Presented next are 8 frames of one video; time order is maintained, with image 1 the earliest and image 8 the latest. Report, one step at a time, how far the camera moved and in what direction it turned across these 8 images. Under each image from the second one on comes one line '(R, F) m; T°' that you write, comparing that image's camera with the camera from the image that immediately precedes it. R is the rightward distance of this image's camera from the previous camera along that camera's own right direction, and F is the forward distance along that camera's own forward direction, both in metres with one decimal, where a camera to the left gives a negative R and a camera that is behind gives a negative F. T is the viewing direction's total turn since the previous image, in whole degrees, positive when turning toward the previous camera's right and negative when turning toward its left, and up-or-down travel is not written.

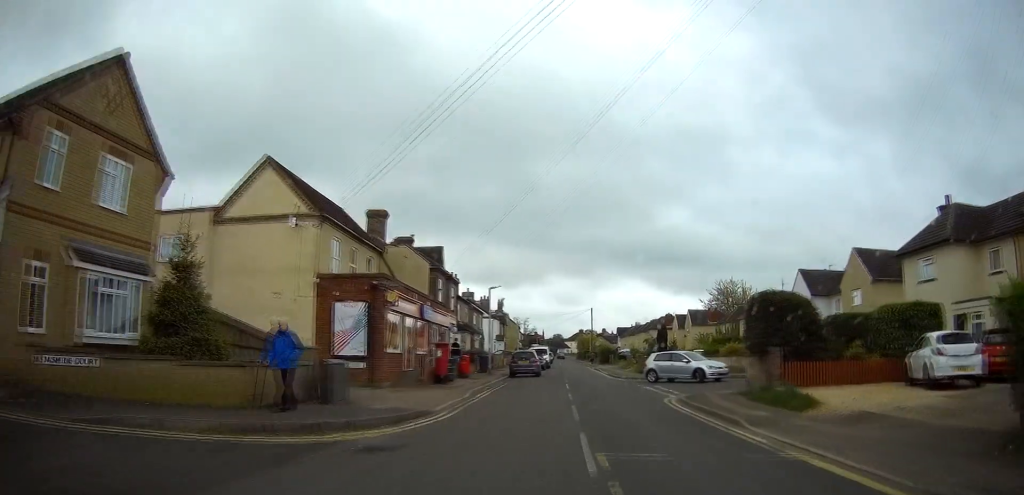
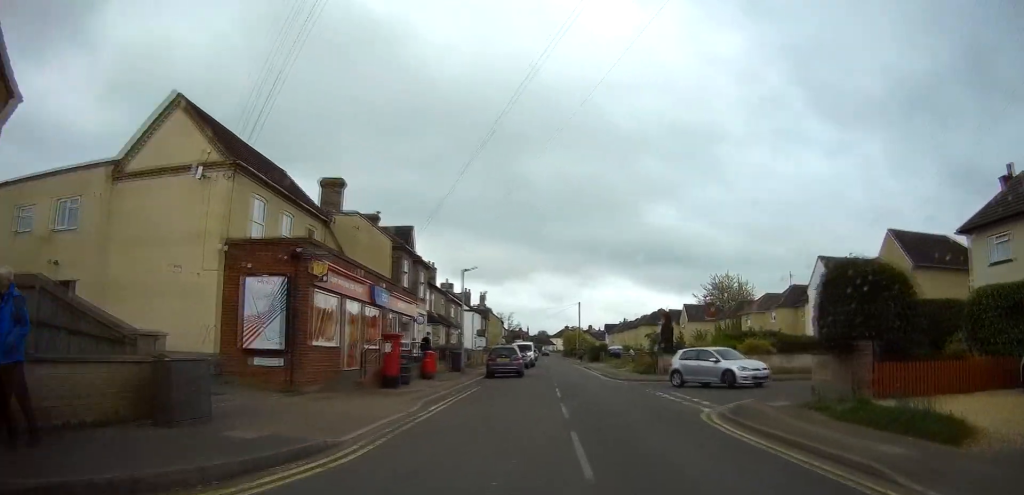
(+0.1, +6.5) m; +1°
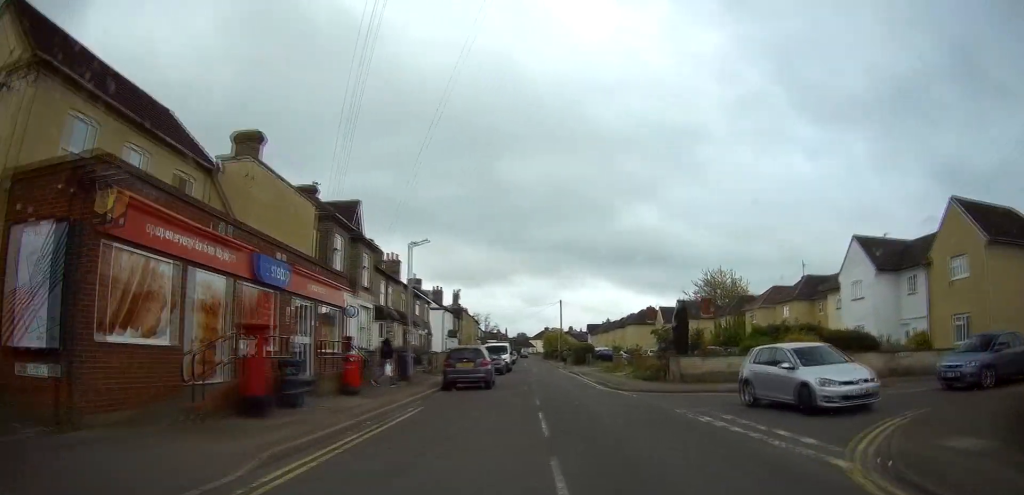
(+0.1, +8.4) m; +1°
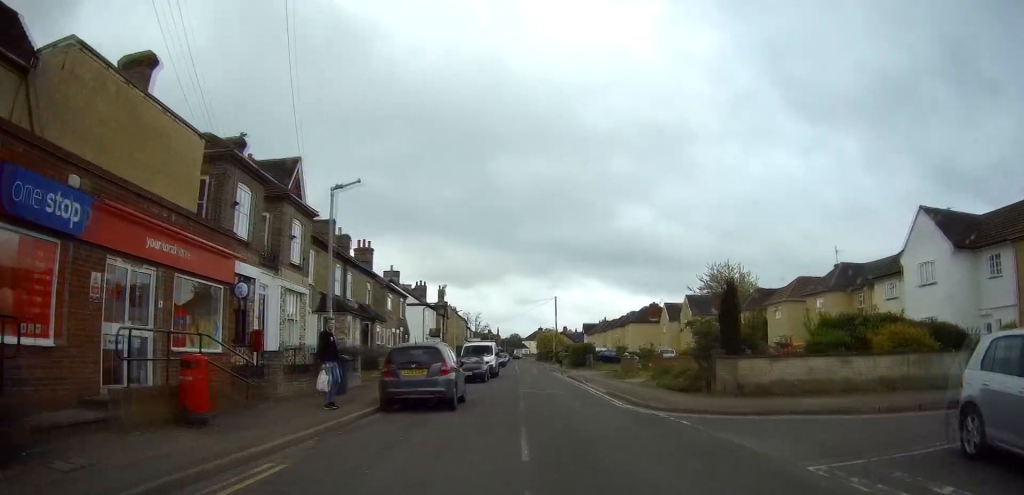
(+0.1, +8.3) m; +1°
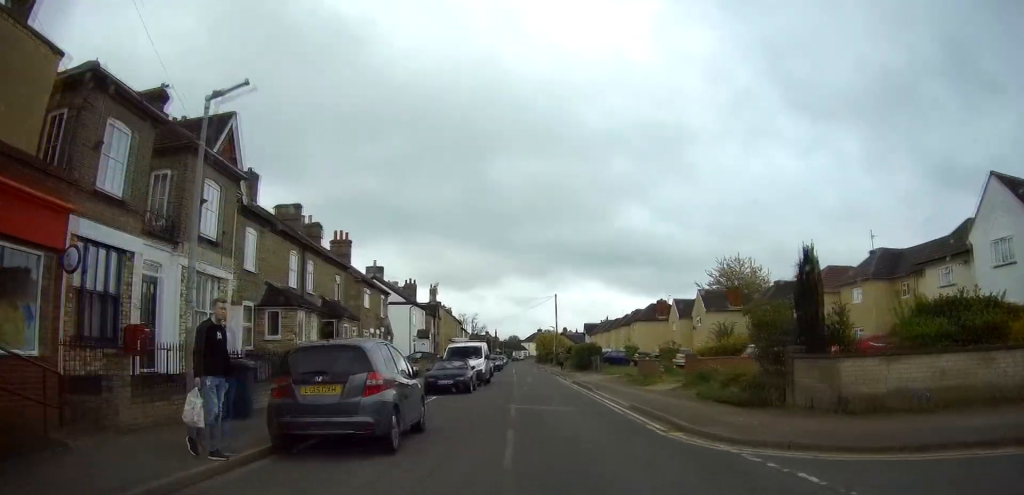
(0.0, +6.3) m; 0°
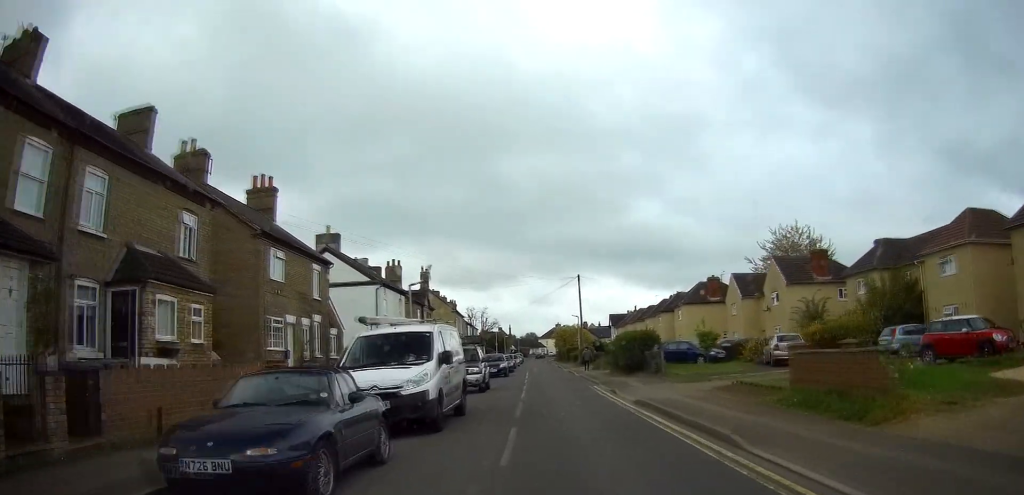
(-0.1, +17.7) m; -1°
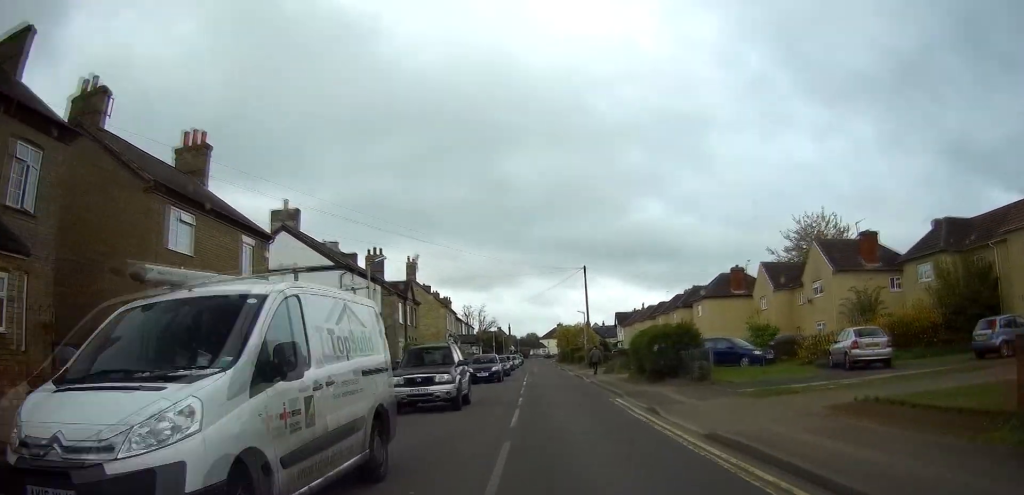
(0.0, +7.9) m; 0°
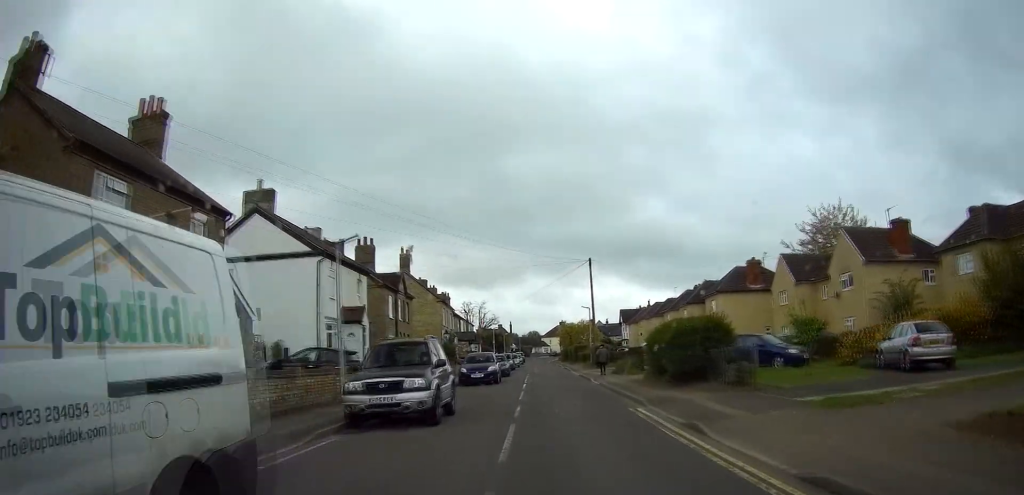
(0.0, +3.9) m; 0°
